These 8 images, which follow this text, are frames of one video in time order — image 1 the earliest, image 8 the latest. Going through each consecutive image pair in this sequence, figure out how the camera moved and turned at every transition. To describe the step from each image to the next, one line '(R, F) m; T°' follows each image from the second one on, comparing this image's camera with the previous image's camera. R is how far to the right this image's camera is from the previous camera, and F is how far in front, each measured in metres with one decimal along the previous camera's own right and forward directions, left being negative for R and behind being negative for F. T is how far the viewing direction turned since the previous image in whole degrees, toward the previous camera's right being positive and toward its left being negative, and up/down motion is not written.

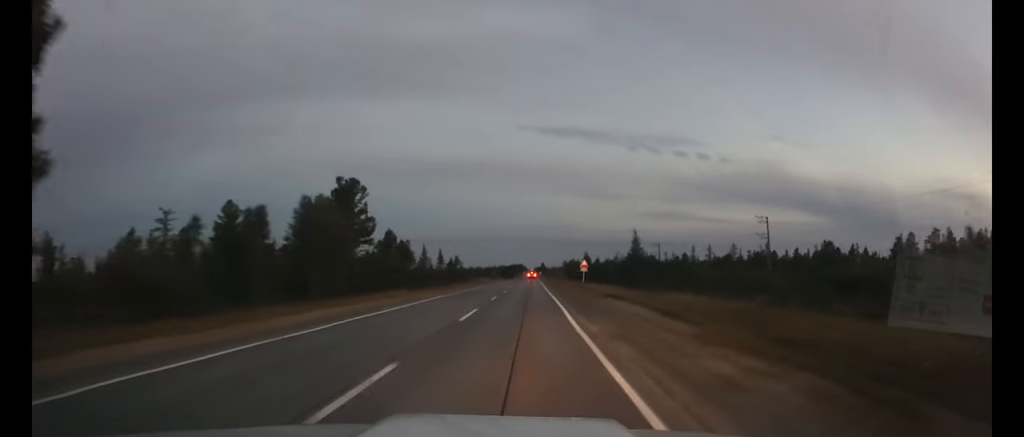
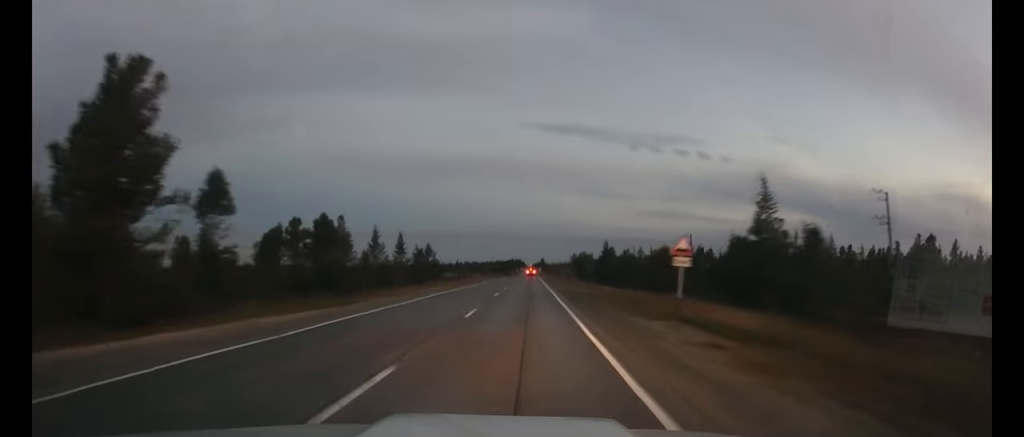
(-0.1, +38.5) m; 0°
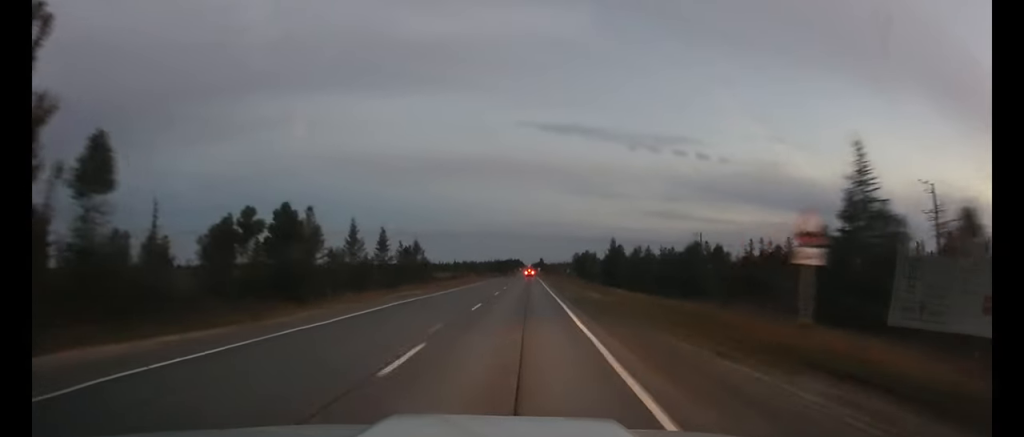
(0.0, +10.0) m; 0°
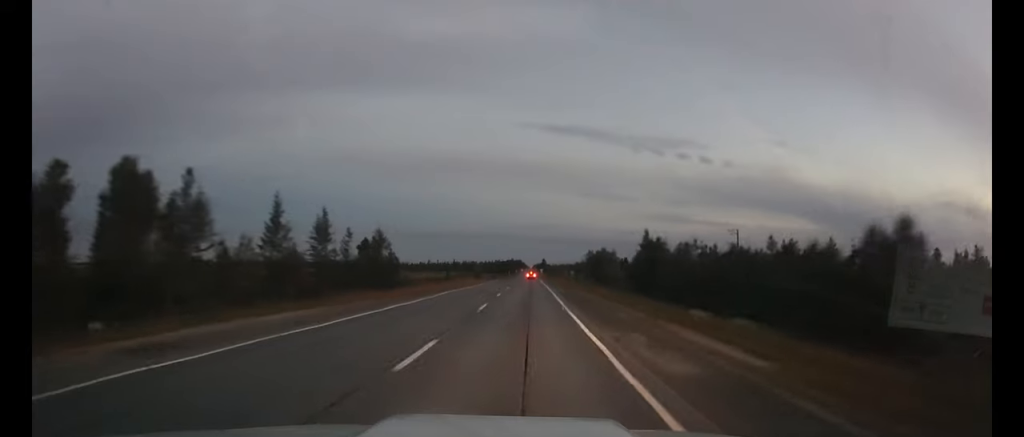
(0.0, +24.1) m; 0°
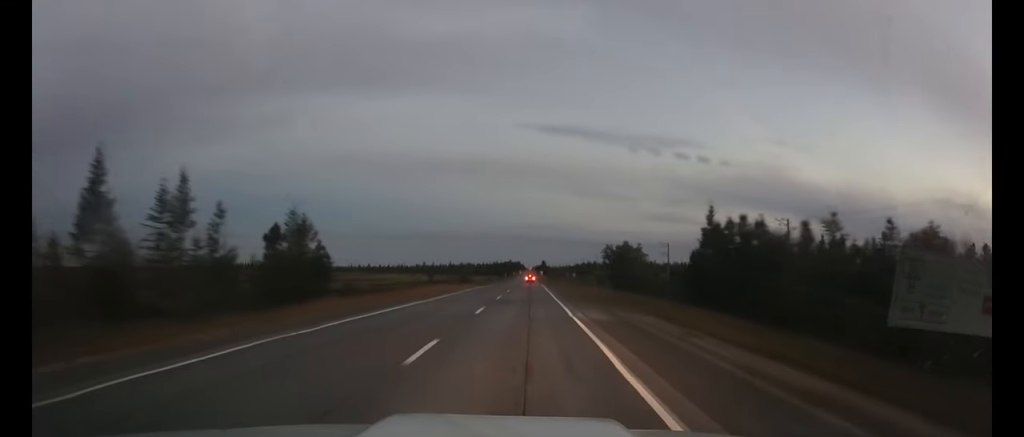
(0.0, +24.8) m; 0°
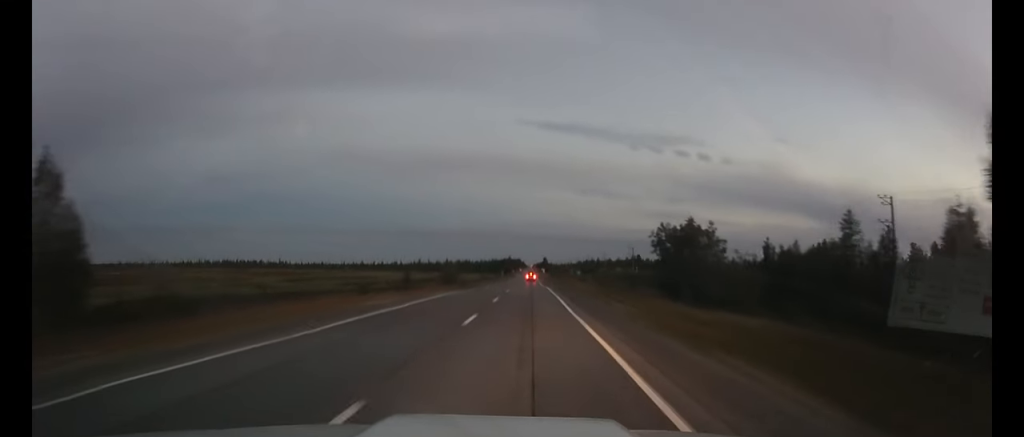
(0.0, +30.8) m; 0°
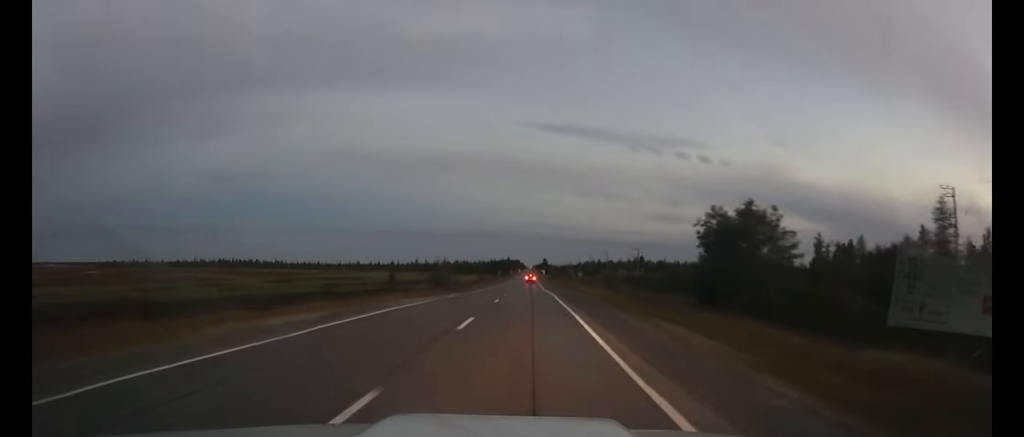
(0.0, +12.9) m; 0°
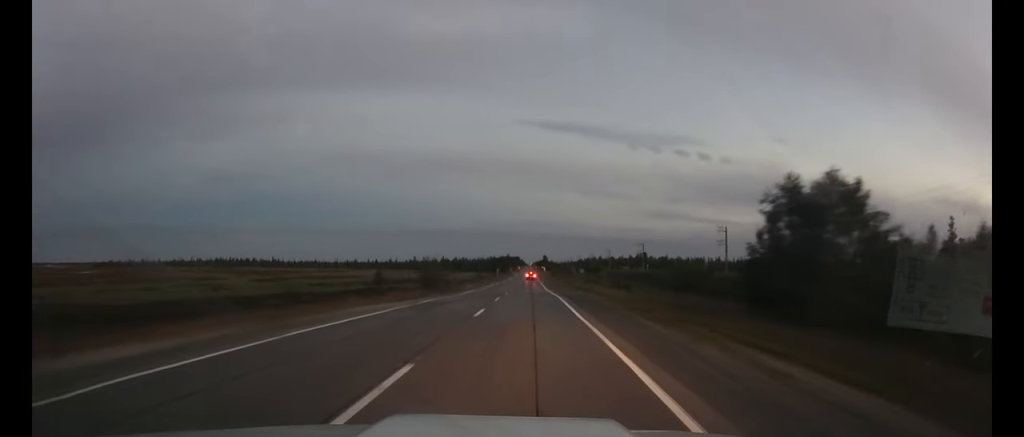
(0.0, +9.9) m; 0°
